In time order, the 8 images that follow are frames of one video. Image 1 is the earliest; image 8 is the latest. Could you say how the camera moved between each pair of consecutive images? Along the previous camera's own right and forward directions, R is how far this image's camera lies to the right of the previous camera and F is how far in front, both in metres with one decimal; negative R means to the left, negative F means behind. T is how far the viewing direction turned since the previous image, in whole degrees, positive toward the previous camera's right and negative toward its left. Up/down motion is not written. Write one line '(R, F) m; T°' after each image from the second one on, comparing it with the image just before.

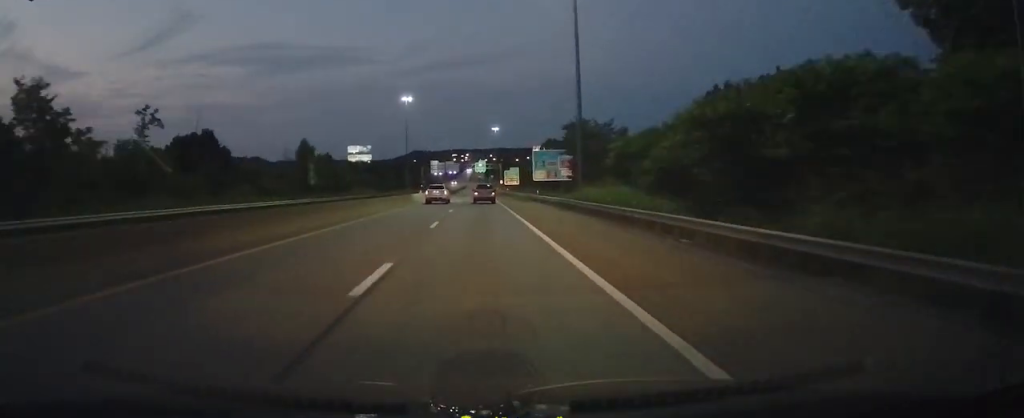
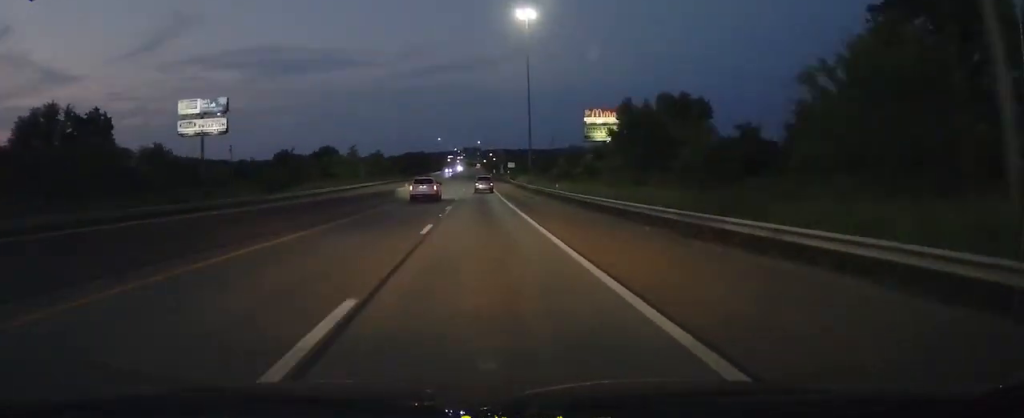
(+0.6, +196.6) m; 0°
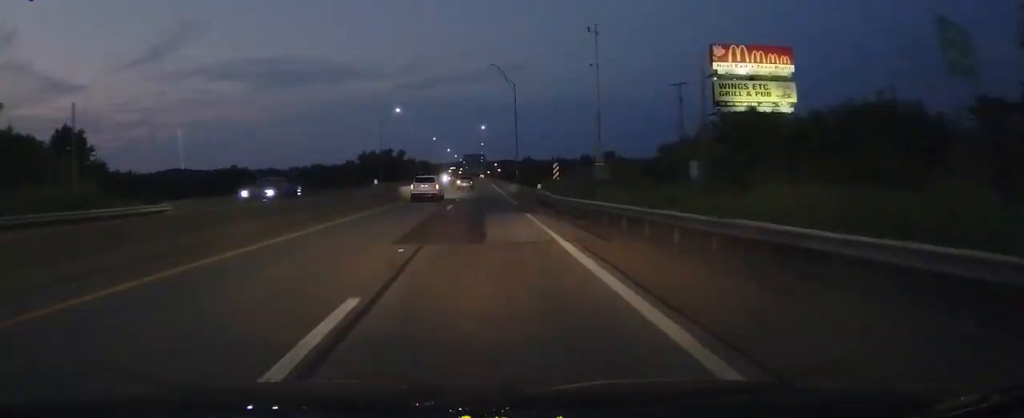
(-0.1, +107.6) m; 0°
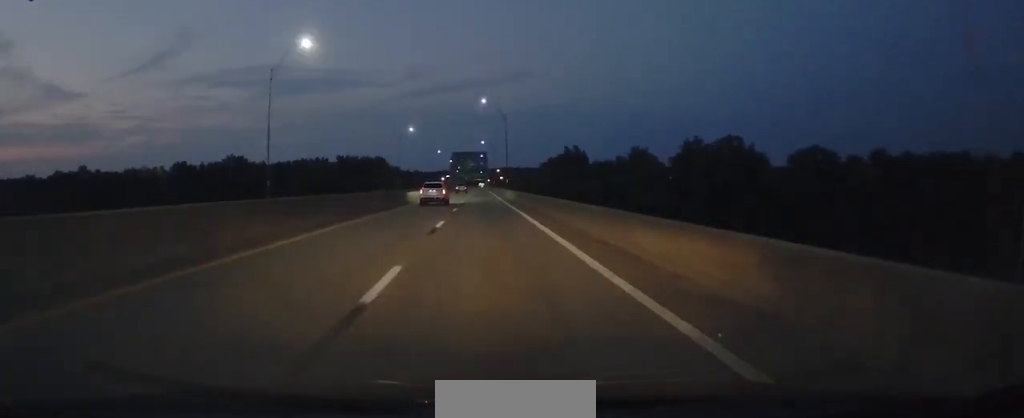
(+0.3, +194.8) m; 0°
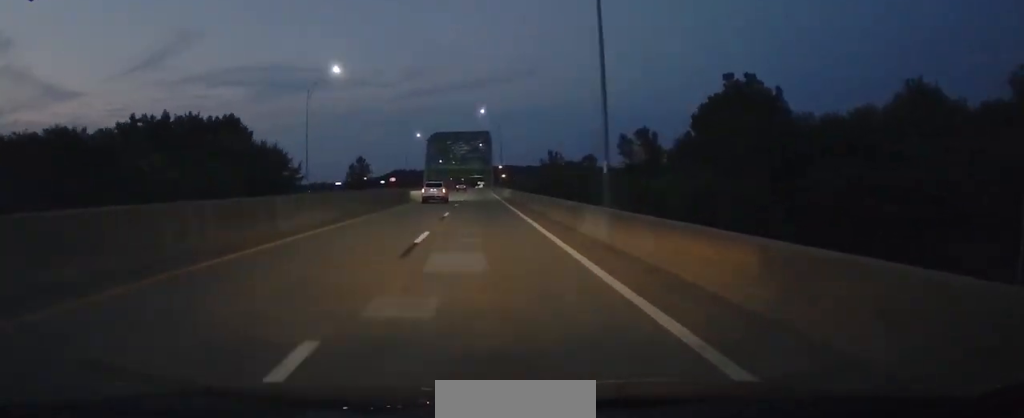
(+0.5, +131.0) m; 0°
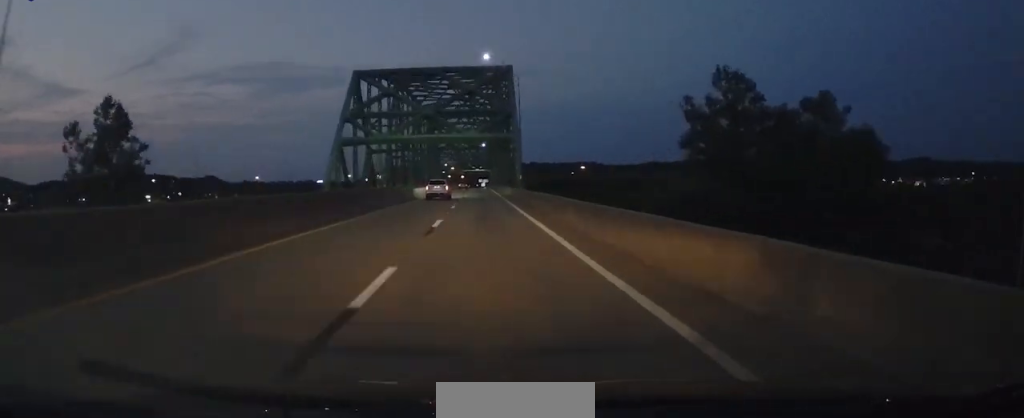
(-0.4, +105.2) m; 0°
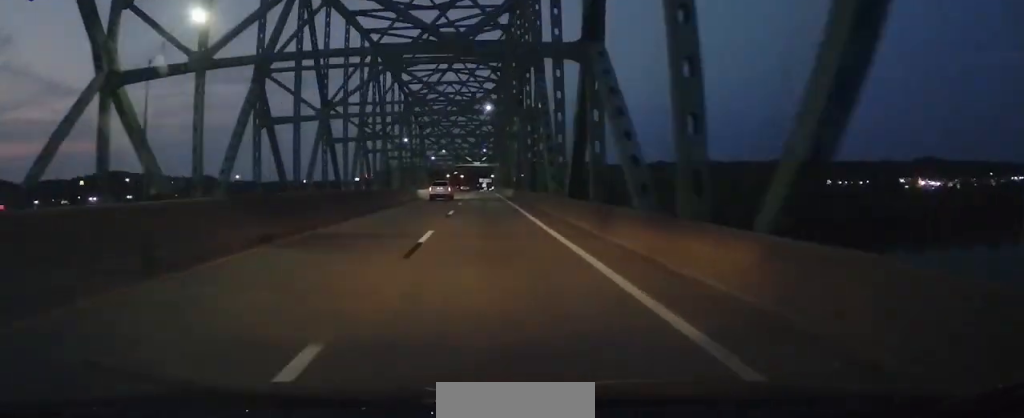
(-0.1, +57.1) m; 0°
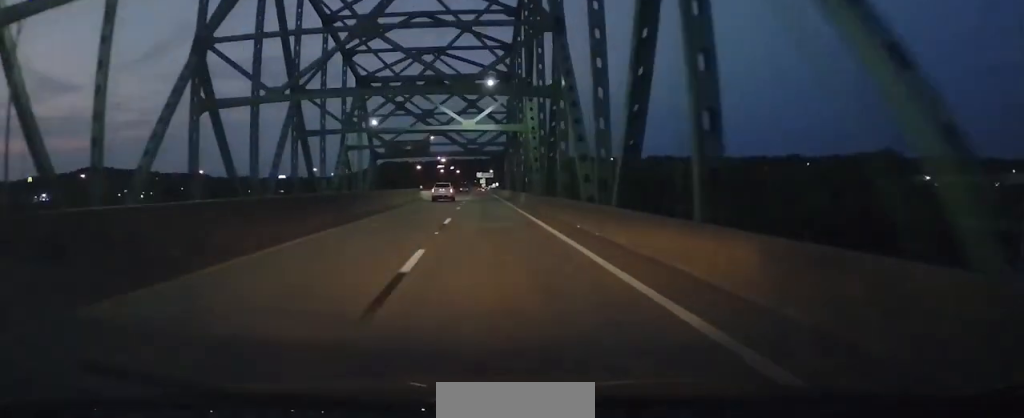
(+0.2, +73.7) m; 0°
